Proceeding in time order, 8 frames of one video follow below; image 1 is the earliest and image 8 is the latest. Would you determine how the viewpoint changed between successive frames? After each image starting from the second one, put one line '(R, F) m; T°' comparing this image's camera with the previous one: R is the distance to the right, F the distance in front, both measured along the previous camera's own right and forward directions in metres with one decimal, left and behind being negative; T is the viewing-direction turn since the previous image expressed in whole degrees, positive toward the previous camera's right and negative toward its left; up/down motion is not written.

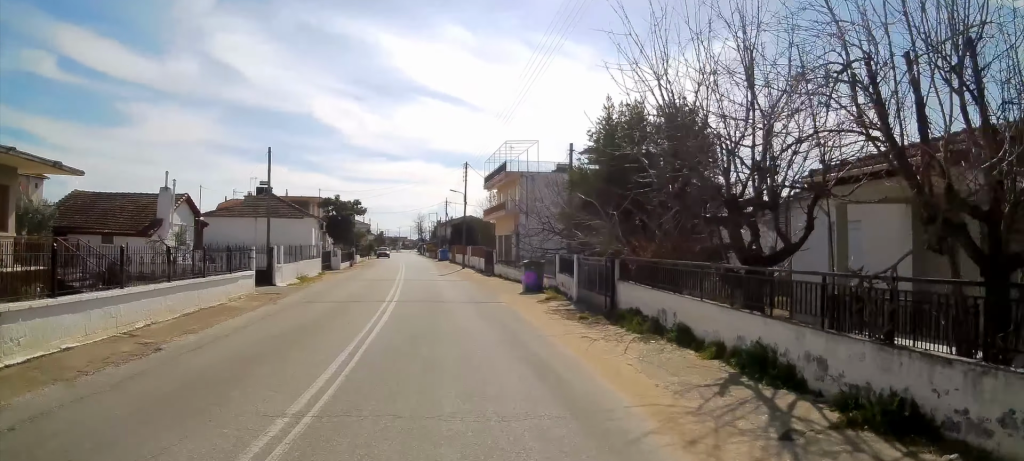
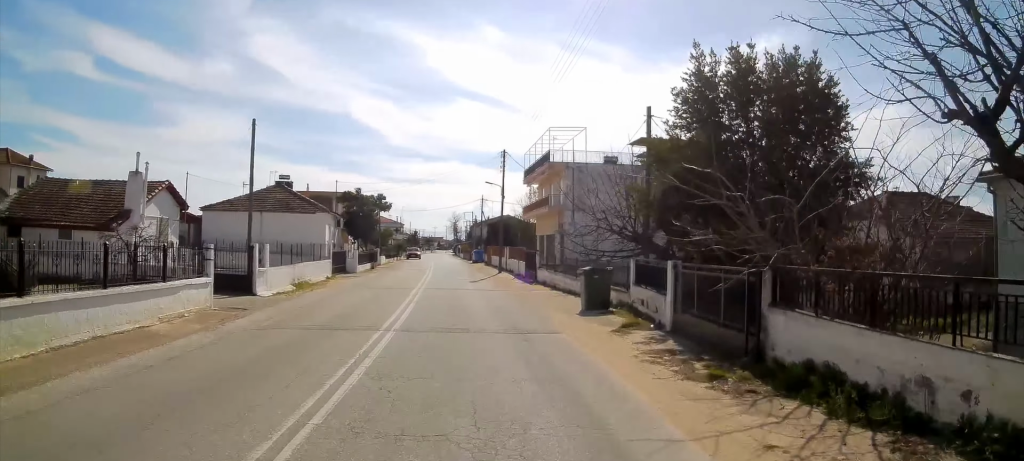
(+0.1, +5.9) m; -2°
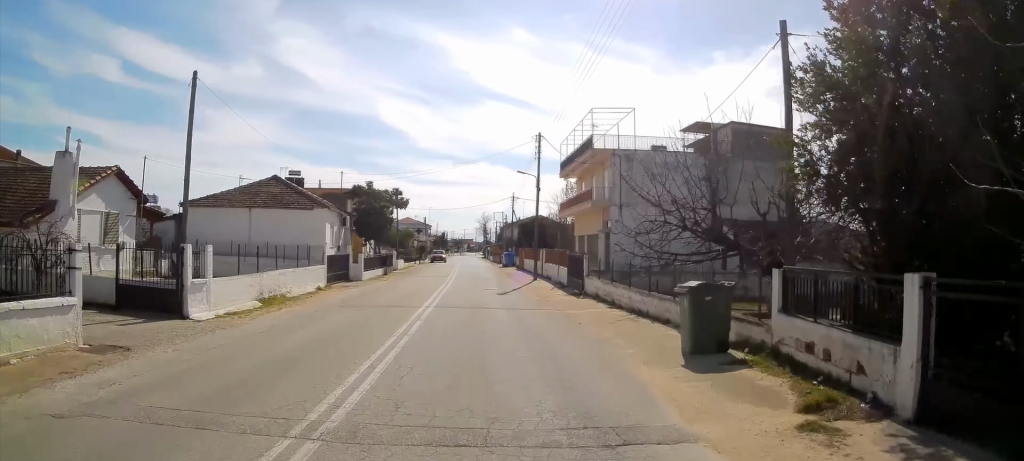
(-0.3, +6.3) m; -4°
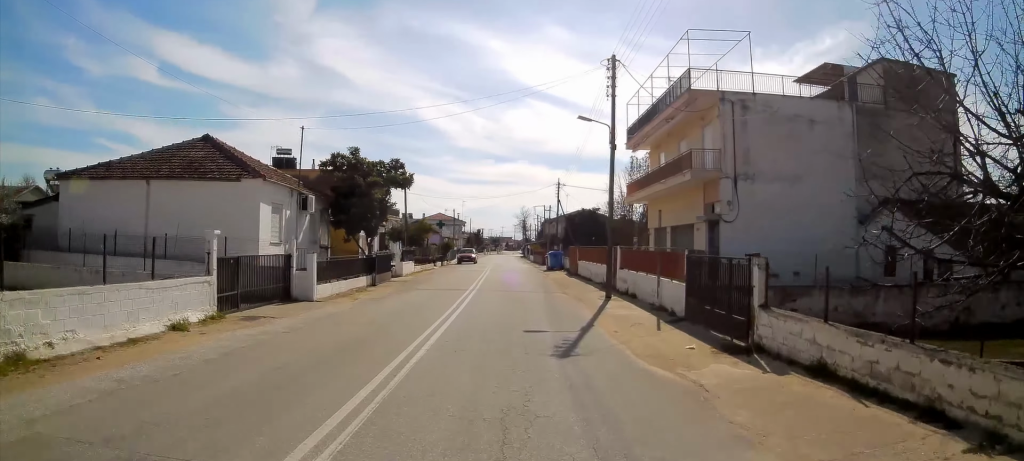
(-0.8, +12.7) m; -7°
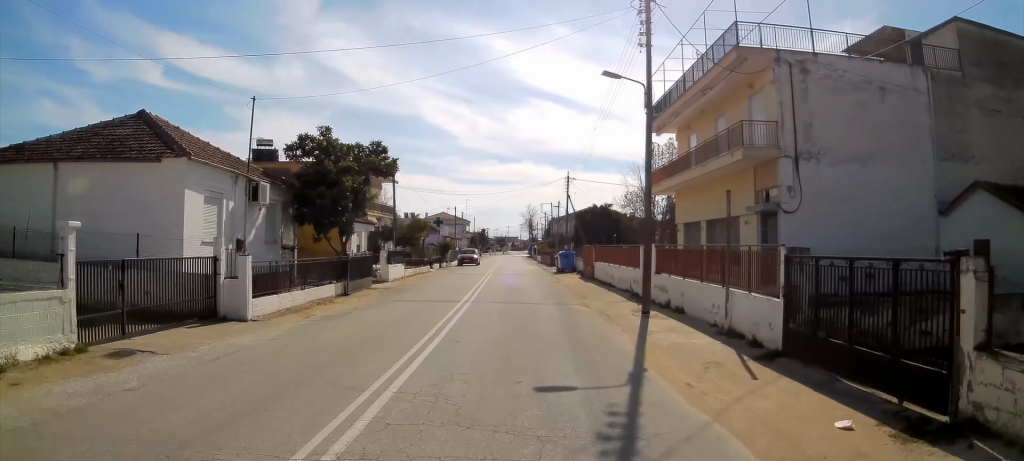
(-0.1, +5.0) m; -2°
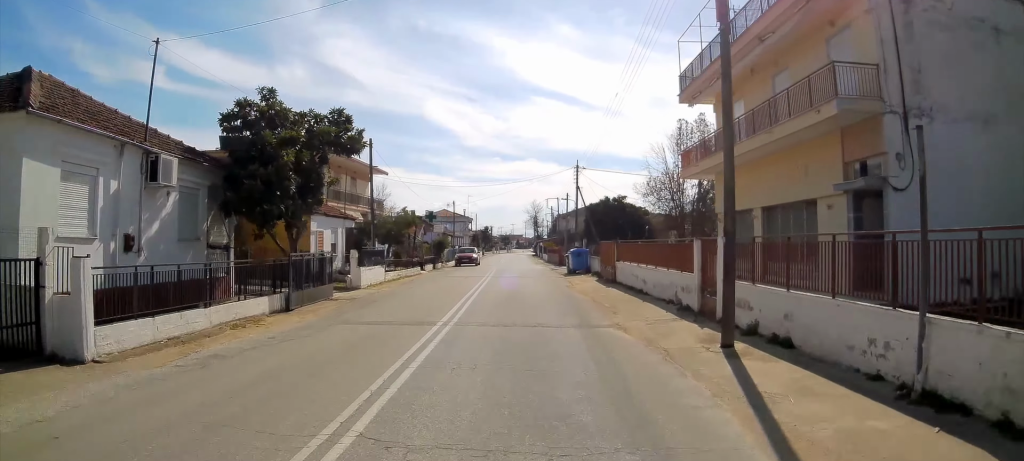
(0.0, +5.7) m; -2°
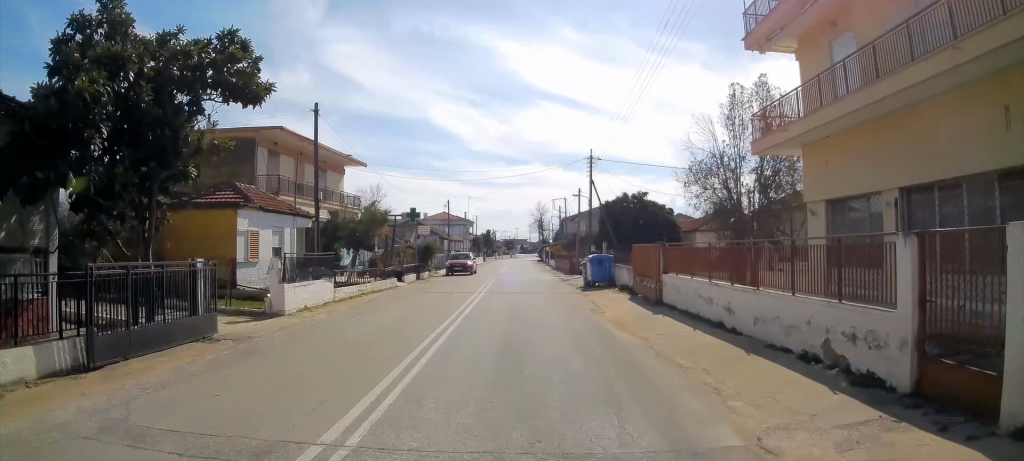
(-0.2, +7.9) m; -1°
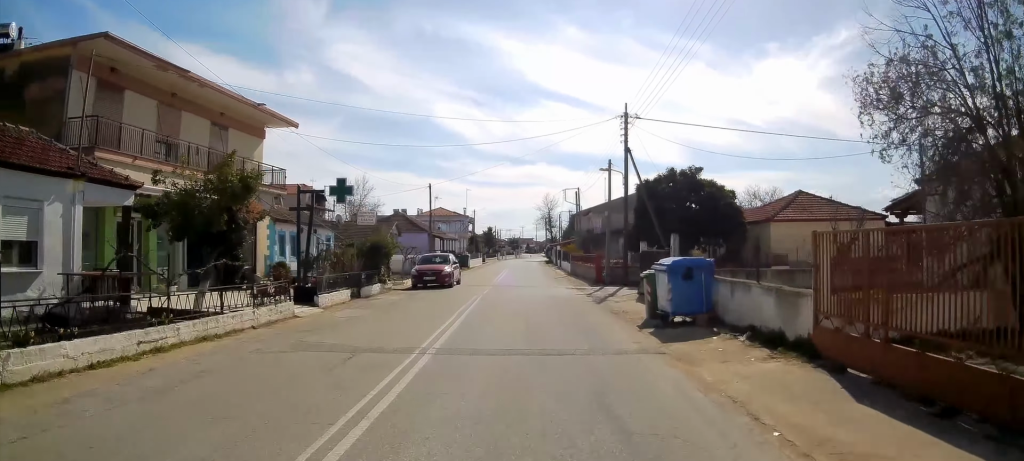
(+0.1, +13.8) m; 0°
